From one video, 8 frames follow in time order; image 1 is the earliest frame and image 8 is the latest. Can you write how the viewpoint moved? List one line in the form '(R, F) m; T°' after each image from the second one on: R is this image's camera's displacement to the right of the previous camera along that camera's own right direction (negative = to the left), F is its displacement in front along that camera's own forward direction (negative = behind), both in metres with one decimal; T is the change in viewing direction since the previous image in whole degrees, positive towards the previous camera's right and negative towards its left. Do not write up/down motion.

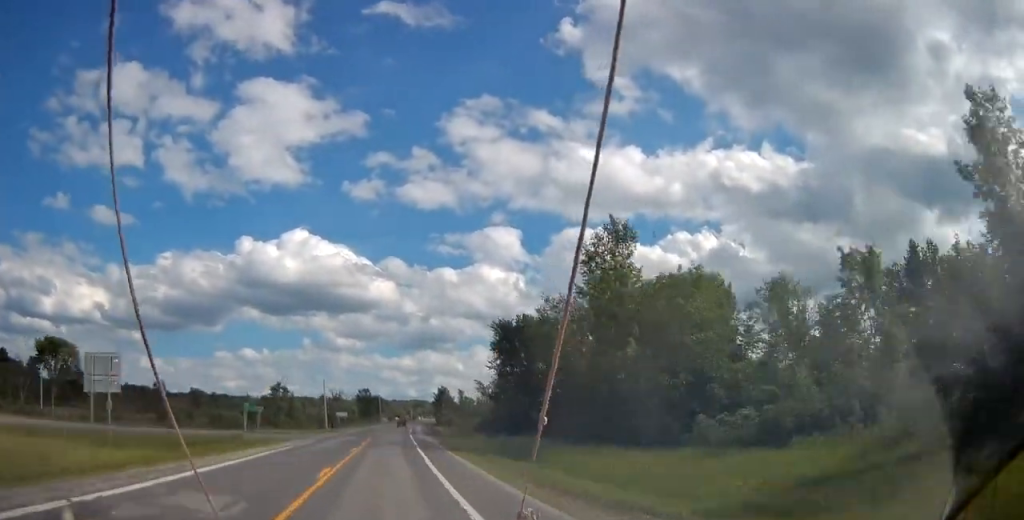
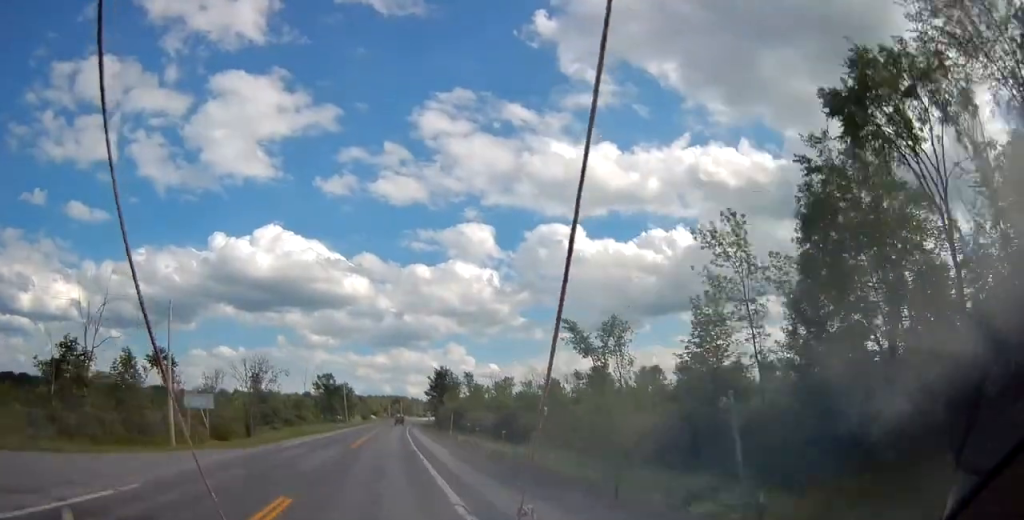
(+1.4, +71.5) m; +2°
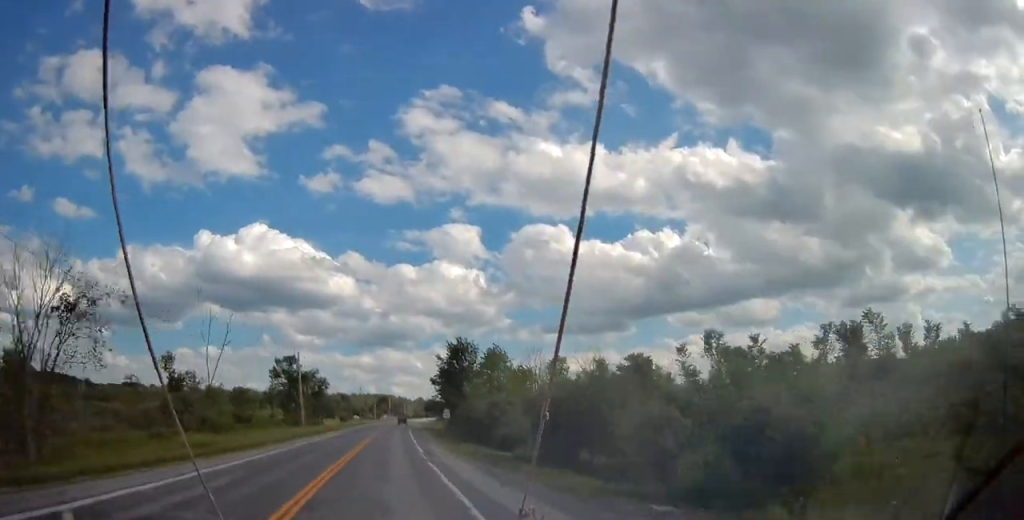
(+0.5, +47.3) m; +2°
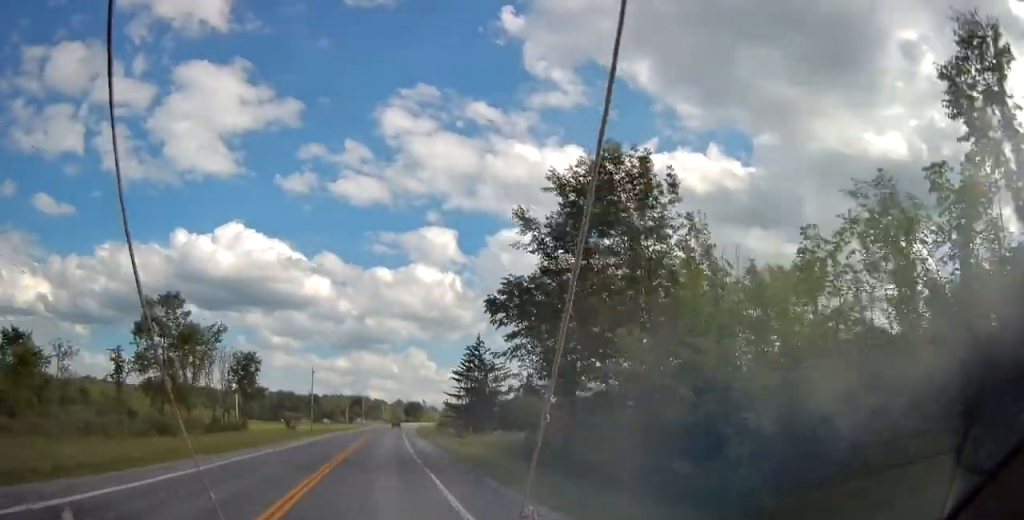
(+0.9, +56.9) m; +2°
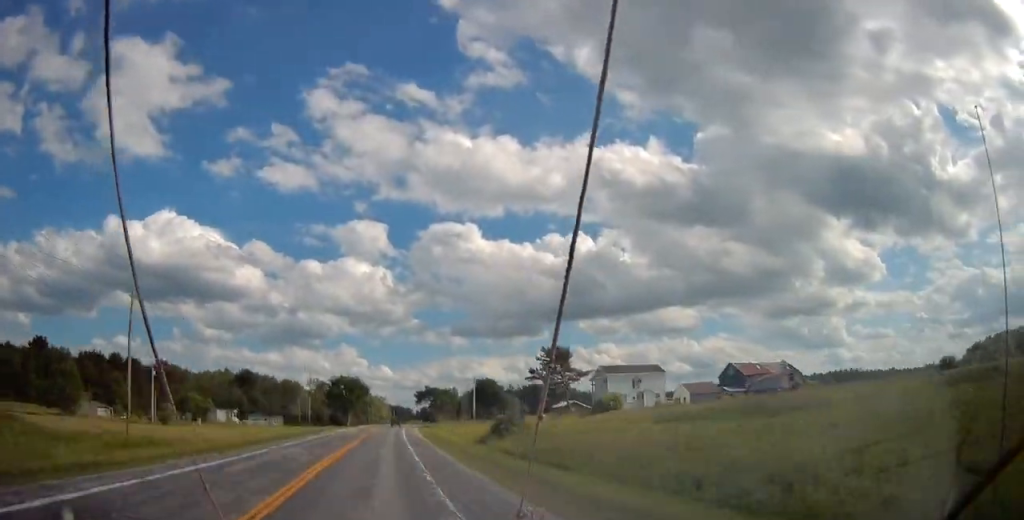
(+10.9, +197.2) m; +6°
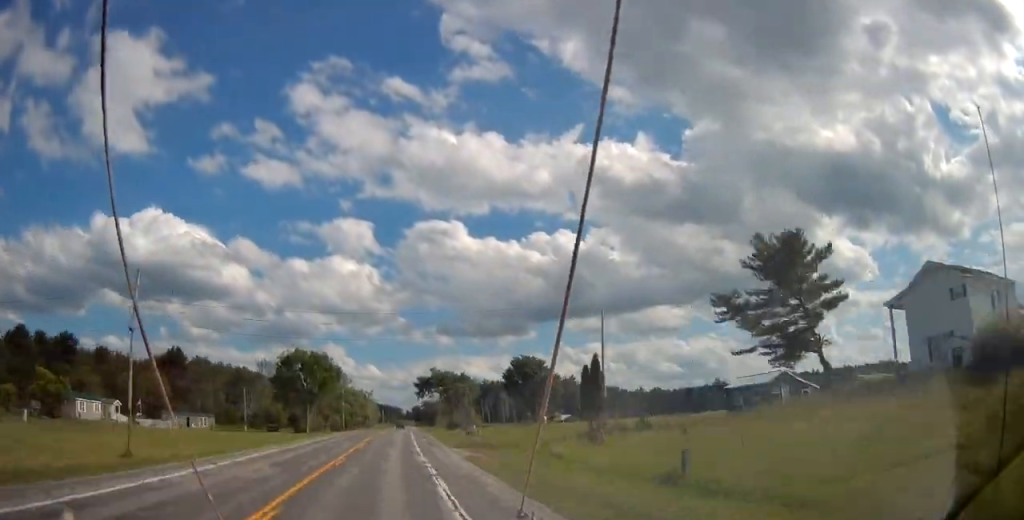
(+1.2, +67.8) m; +2°
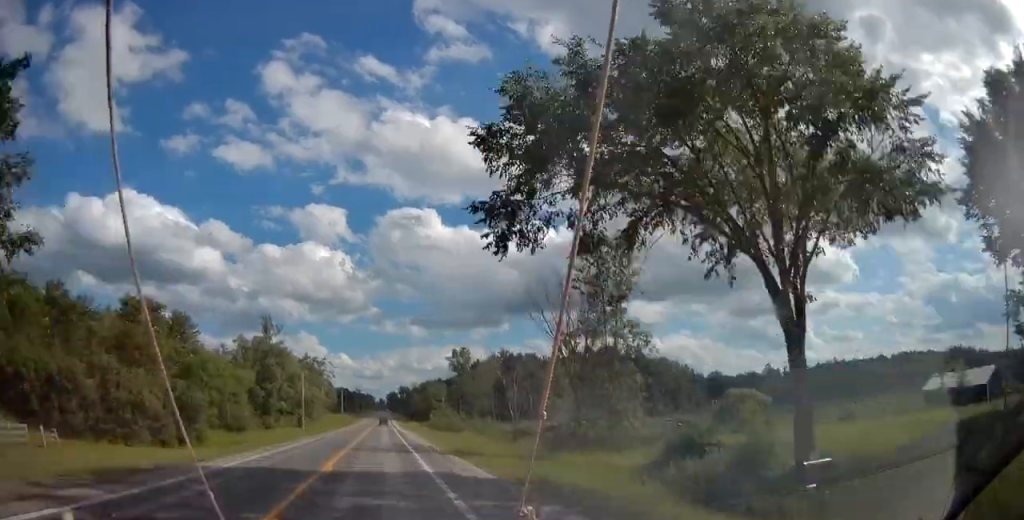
(+2.5, +114.8) m; +1°
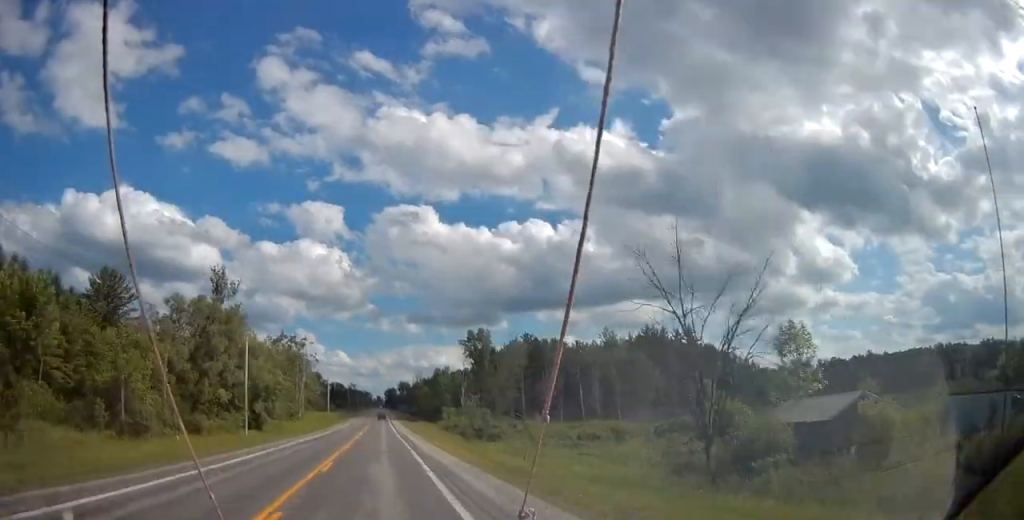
(+0.1, +37.8) m; 0°
